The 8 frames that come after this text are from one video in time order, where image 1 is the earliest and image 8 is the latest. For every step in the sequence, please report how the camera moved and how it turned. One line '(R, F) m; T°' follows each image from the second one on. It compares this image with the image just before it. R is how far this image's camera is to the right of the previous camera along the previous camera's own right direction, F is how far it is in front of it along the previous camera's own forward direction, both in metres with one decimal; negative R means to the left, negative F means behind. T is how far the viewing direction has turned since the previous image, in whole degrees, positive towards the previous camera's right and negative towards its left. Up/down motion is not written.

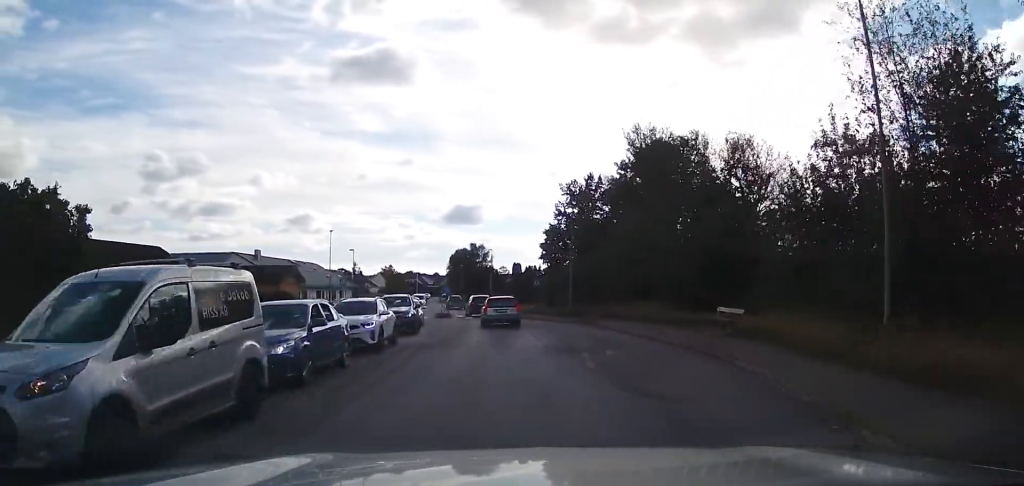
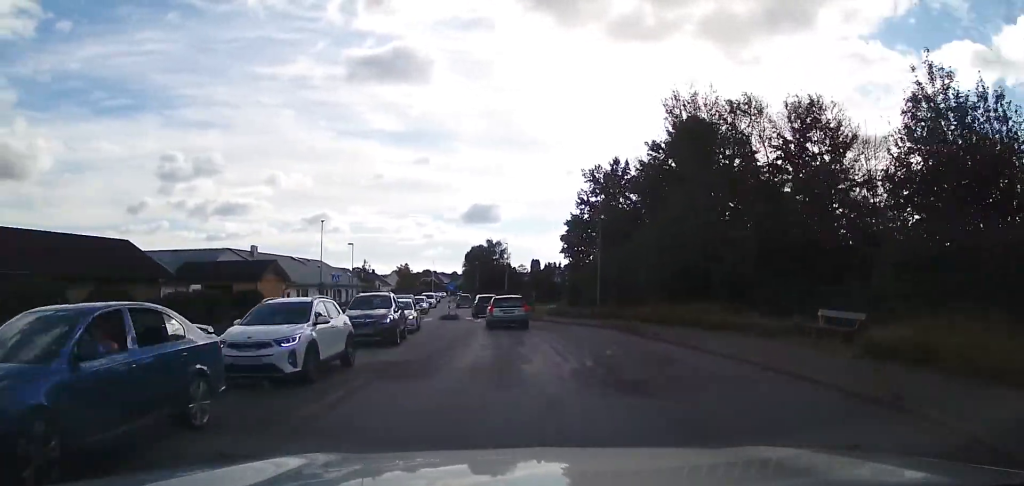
(-0.1, +5.9) m; -2°
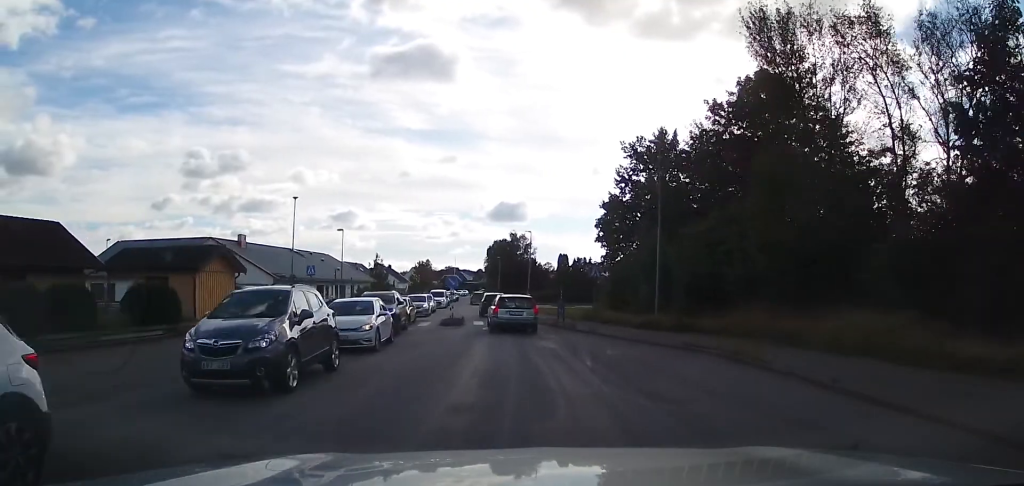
(-0.1, +9.0) m; +1°
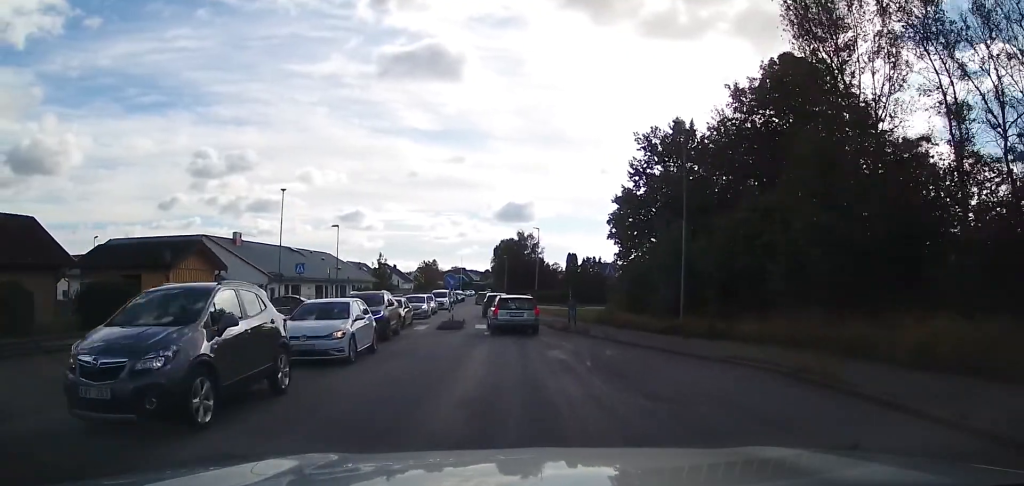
(+0.1, +2.6) m; 0°
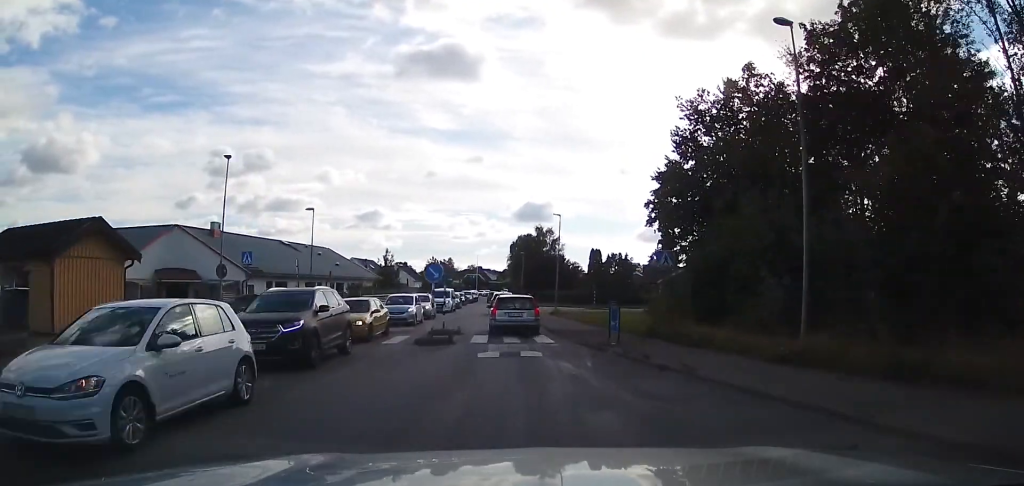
(-0.1, +7.6) m; 0°
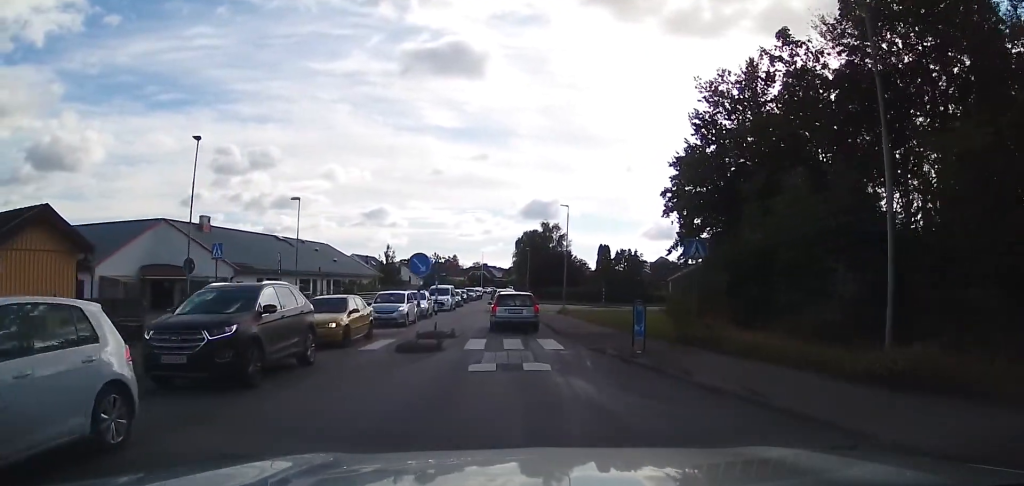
(+0.1, +2.6) m; -1°
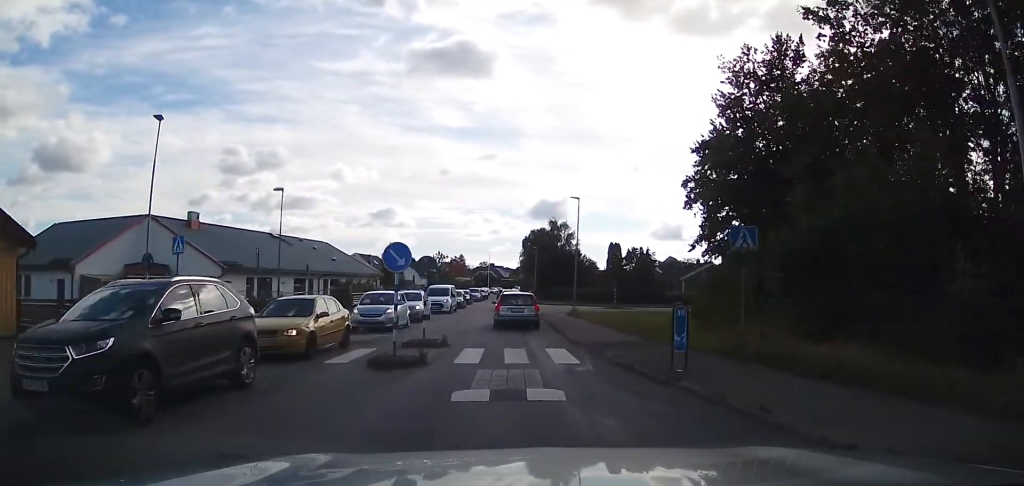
(+0.1, +2.8) m; -2°
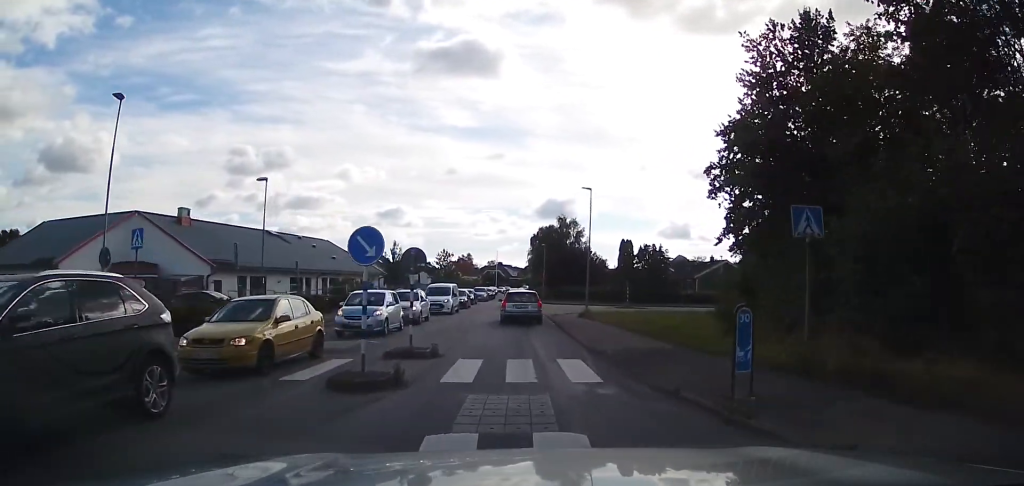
(-0.2, +2.5) m; -4°
